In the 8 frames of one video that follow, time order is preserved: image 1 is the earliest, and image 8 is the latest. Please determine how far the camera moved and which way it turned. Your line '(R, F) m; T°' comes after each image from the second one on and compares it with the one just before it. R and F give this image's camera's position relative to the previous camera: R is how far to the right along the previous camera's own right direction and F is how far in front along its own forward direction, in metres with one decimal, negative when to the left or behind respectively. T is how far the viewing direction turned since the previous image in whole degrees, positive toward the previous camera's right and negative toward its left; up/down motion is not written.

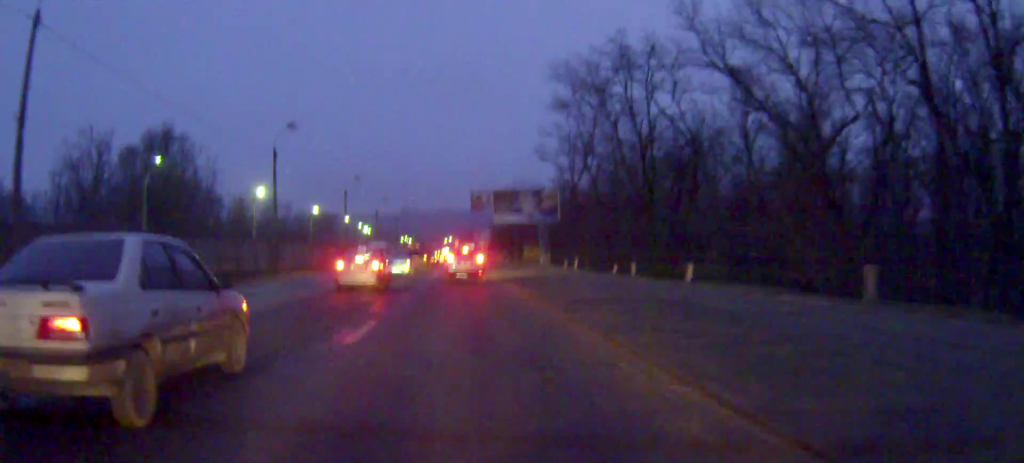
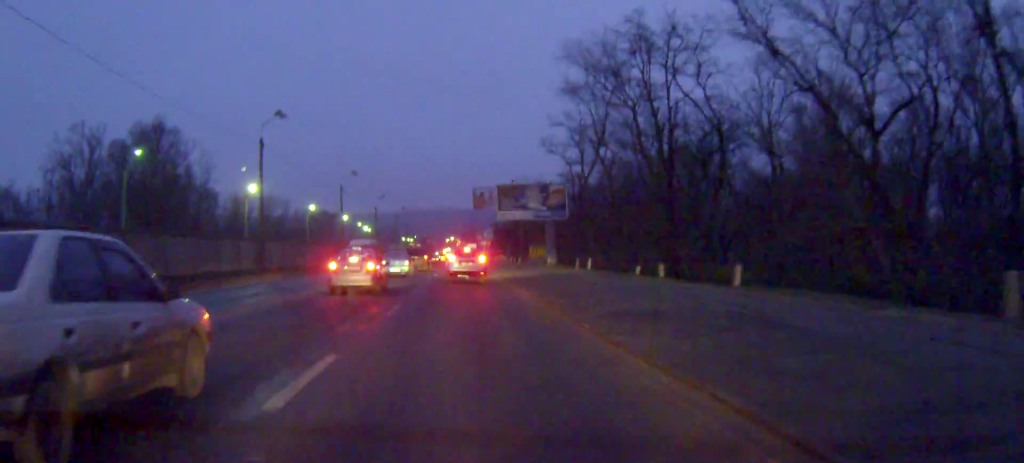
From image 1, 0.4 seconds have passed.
(0.0, +4.6) m; 0°
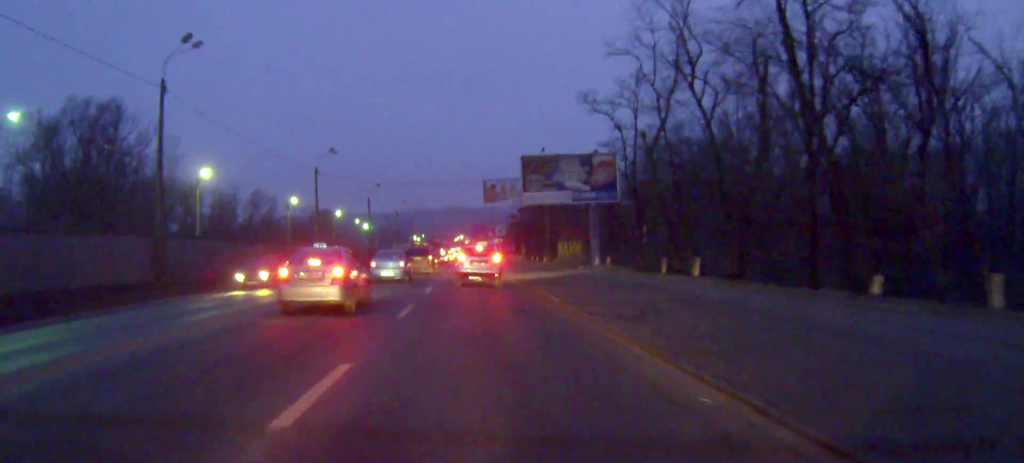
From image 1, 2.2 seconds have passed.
(-0.1, +20.1) m; 0°
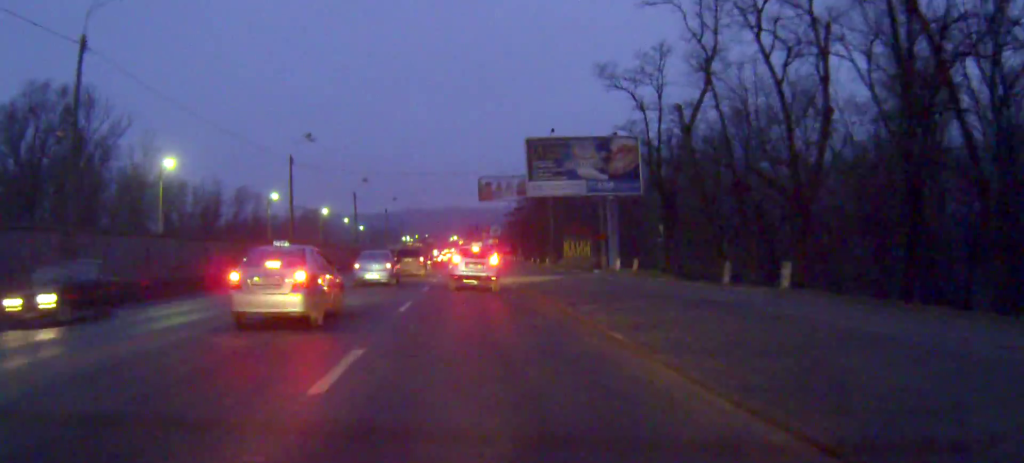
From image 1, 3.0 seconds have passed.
(+0.1, +8.2) m; 0°
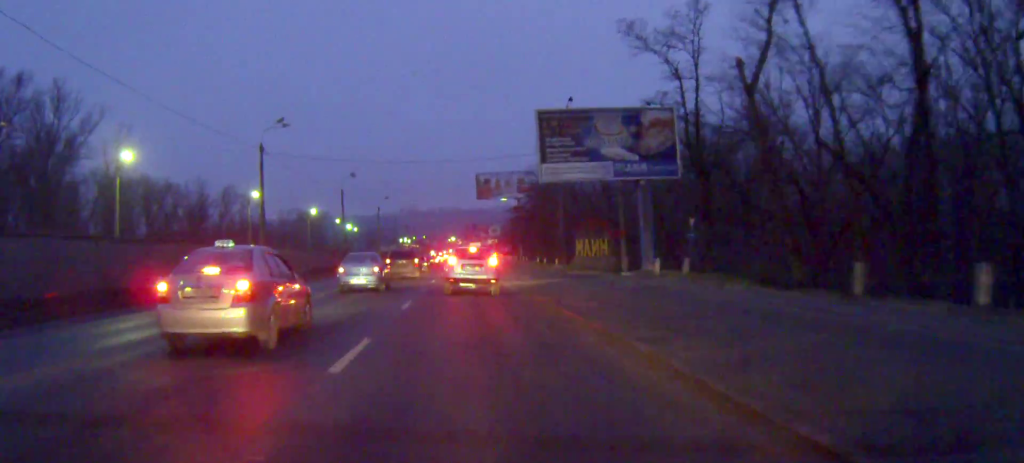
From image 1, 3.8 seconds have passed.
(0.0, +8.4) m; -1°
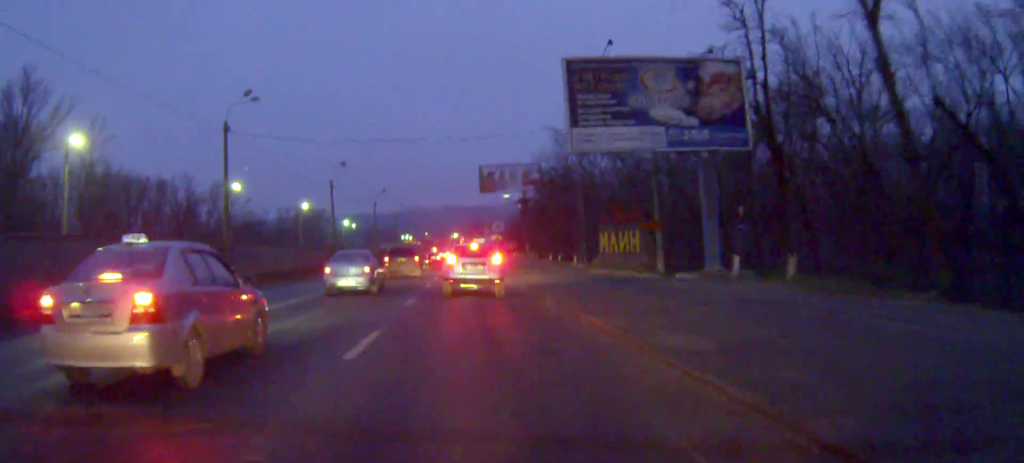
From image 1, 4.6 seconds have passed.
(-0.1, +8.9) m; -1°
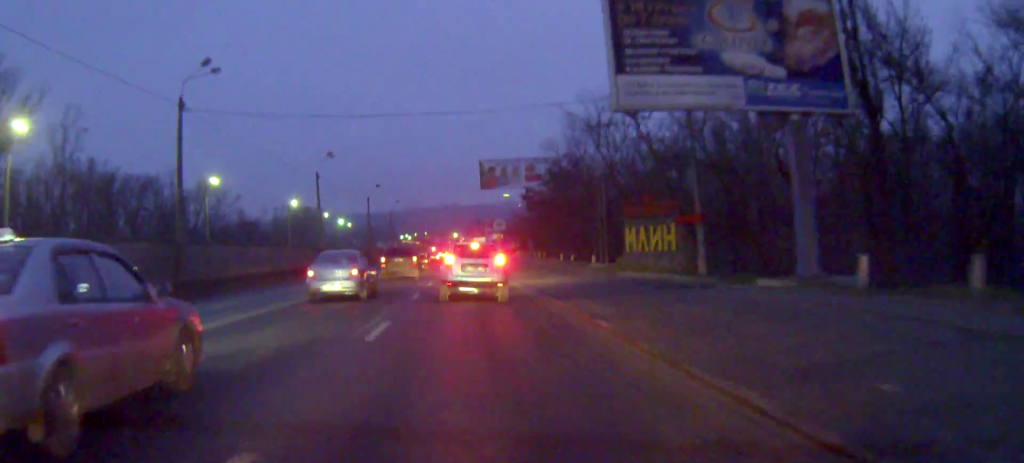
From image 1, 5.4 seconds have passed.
(-0.1, +7.8) m; -1°
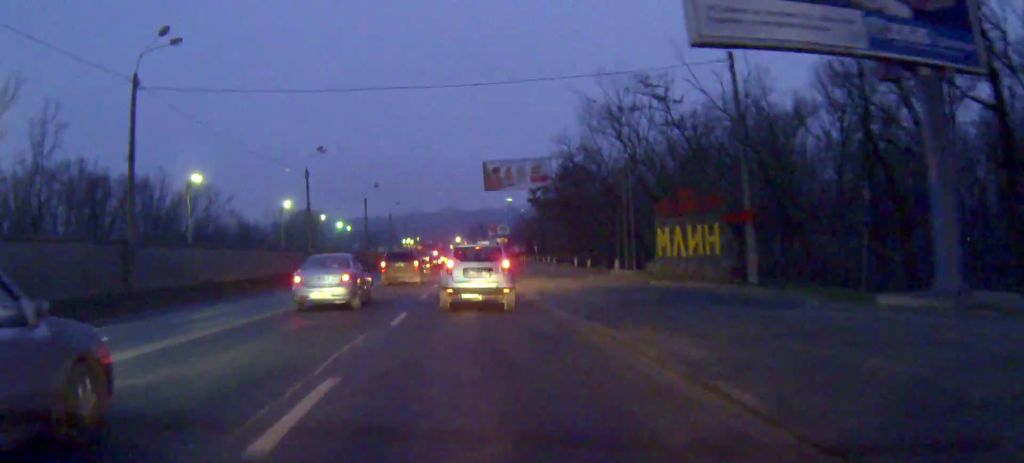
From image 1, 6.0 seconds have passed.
(-0.1, +6.4) m; +1°
